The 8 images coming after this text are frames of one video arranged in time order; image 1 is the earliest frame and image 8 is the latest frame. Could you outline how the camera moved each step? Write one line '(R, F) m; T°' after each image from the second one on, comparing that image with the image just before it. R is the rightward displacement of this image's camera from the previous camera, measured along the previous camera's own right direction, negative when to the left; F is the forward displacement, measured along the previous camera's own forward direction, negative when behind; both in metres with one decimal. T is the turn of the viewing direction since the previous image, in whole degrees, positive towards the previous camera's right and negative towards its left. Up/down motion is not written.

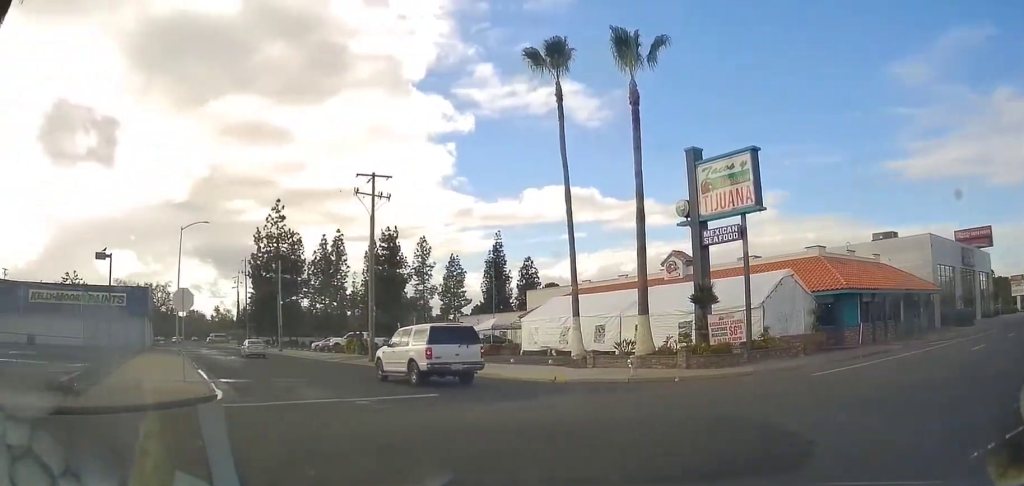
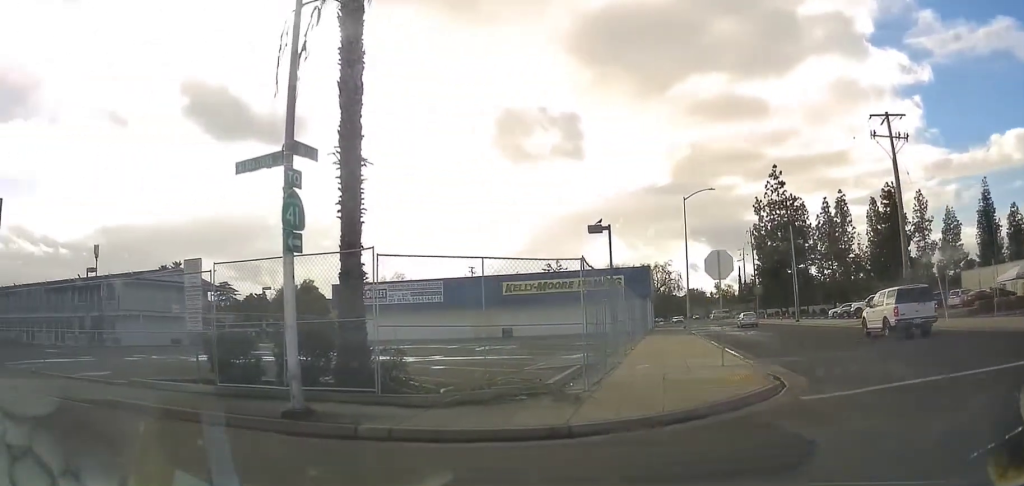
(-1.9, +3.3) m; -53°
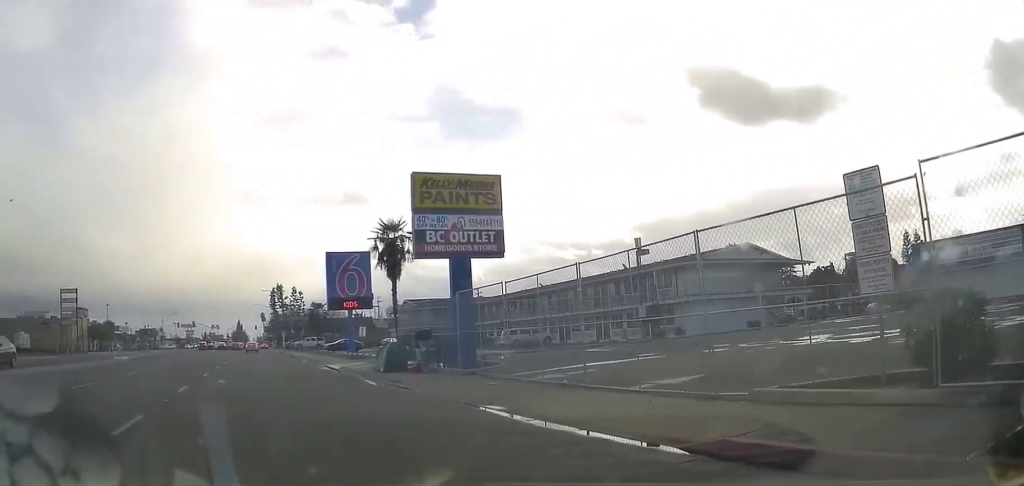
(-2.3, +5.1) m; -43°
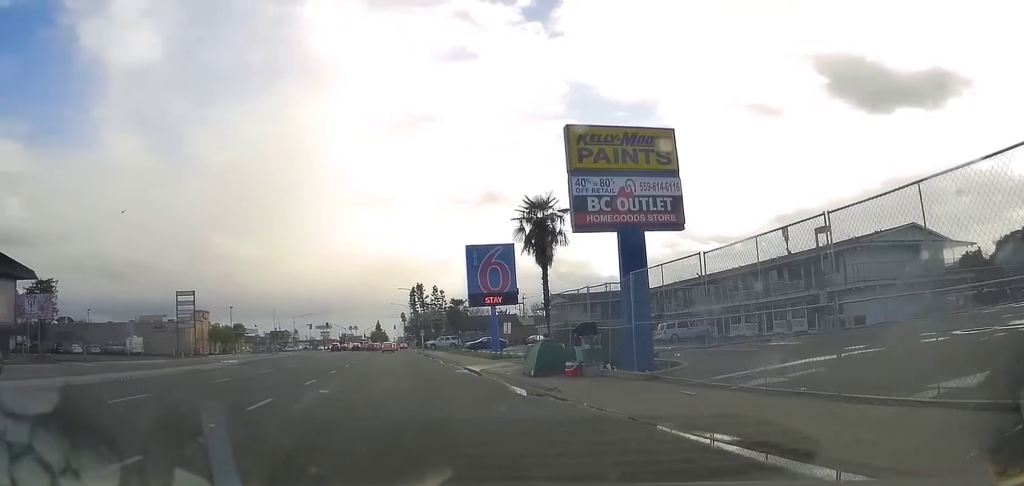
(-0.7, +3.6) m; -11°
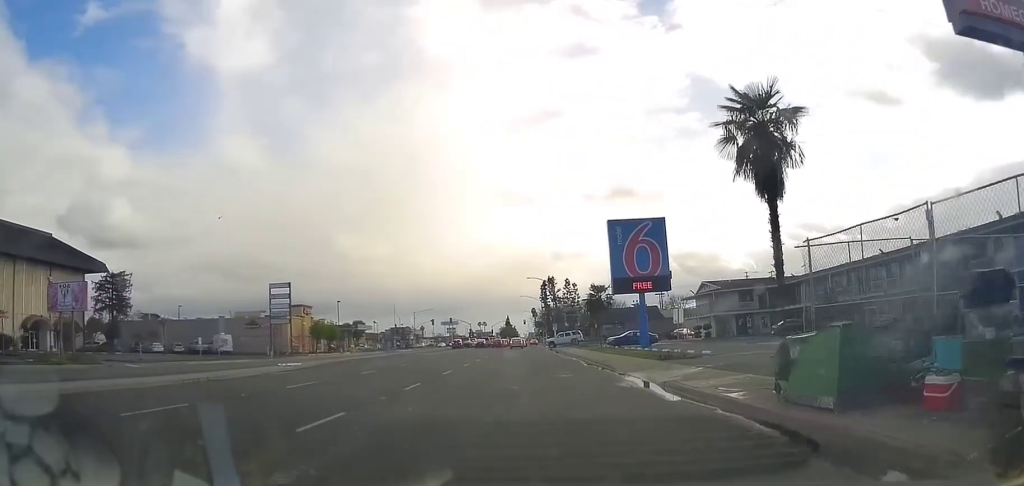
(-1.2, +9.0) m; -14°
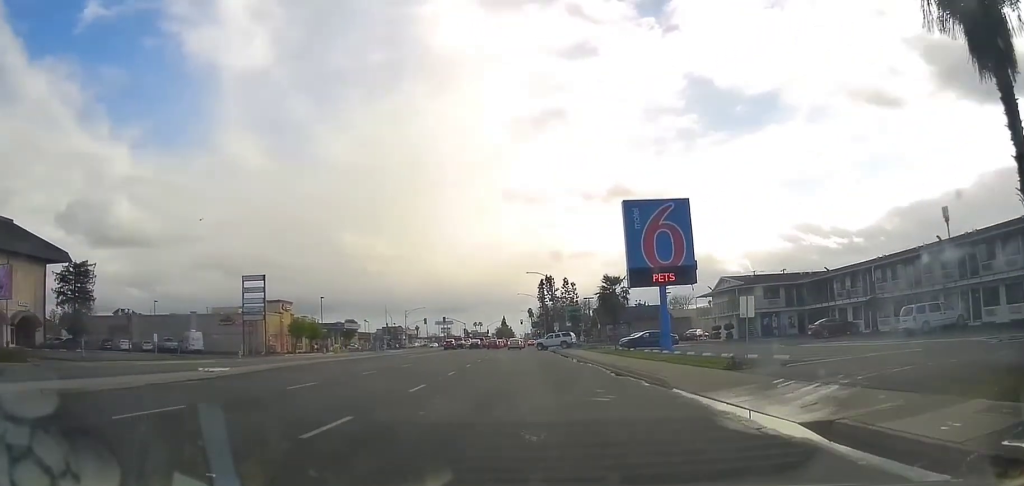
(-0.7, +8.1) m; -5°
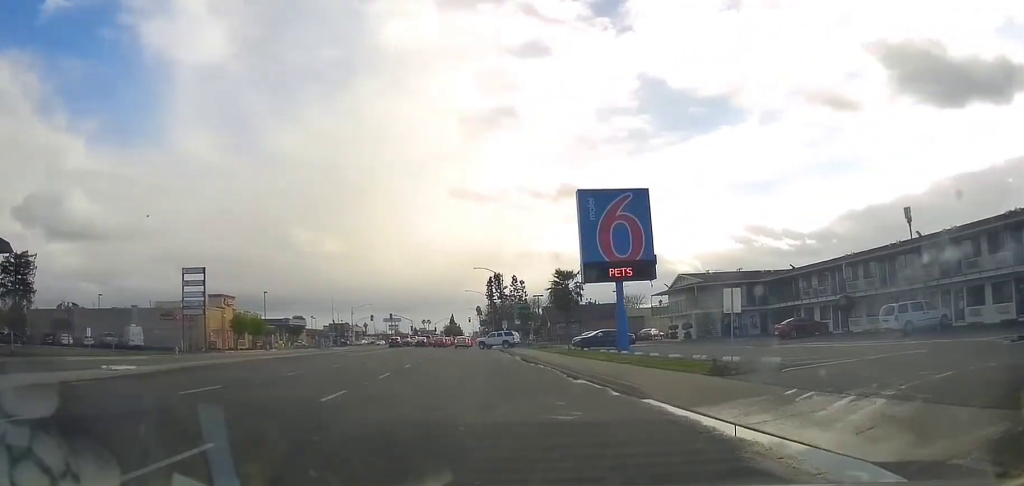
(0.0, +3.5) m; 0°
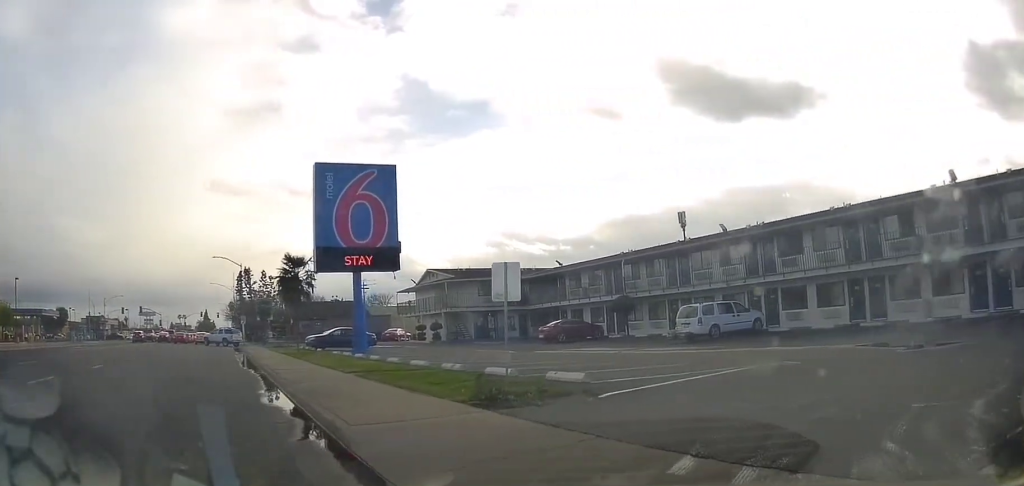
(0.0, +8.0) m; +10°
